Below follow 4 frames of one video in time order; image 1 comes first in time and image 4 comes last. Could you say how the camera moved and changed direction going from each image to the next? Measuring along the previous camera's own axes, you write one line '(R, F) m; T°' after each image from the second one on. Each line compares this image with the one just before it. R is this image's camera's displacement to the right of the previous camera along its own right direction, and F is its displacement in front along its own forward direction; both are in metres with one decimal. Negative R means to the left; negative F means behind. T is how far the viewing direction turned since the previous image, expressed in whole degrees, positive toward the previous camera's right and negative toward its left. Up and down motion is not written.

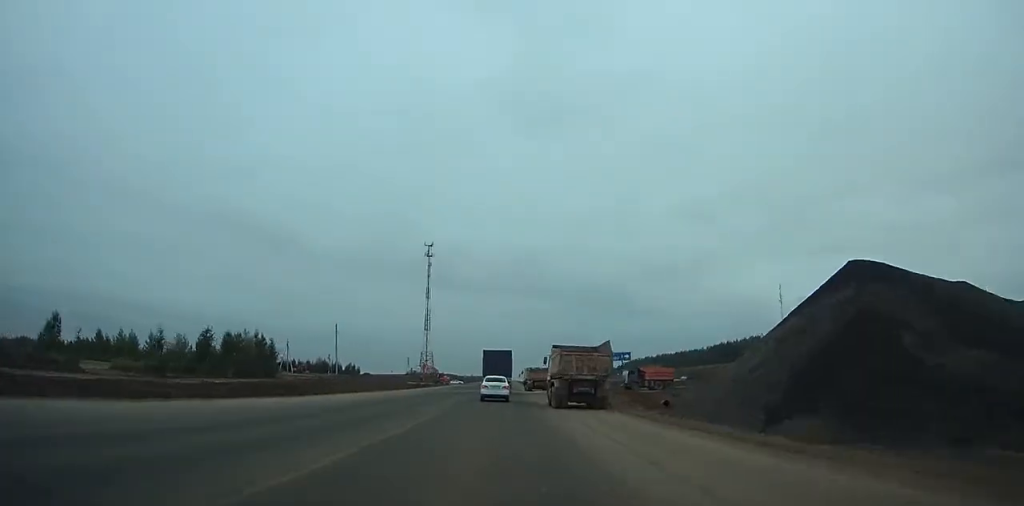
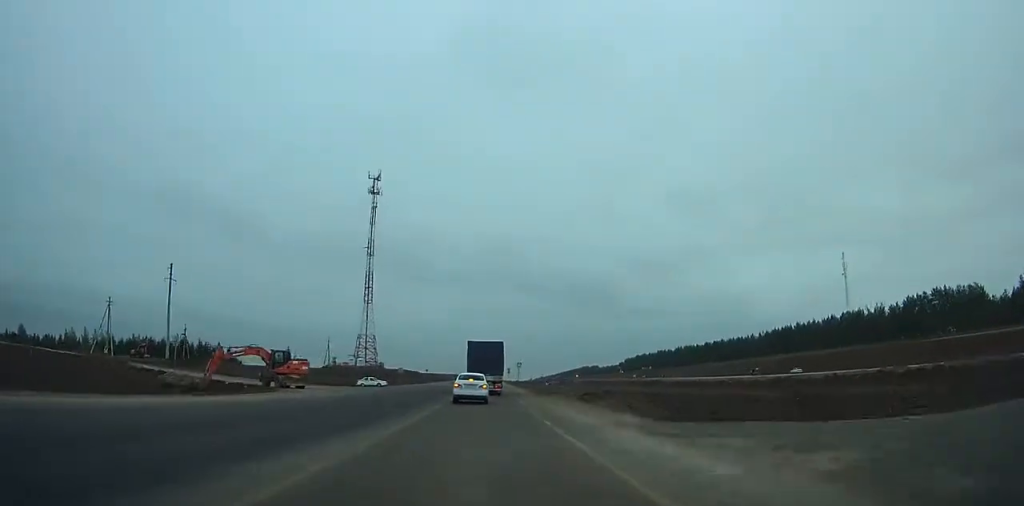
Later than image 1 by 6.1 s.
(+0.9, +108.2) m; 0°
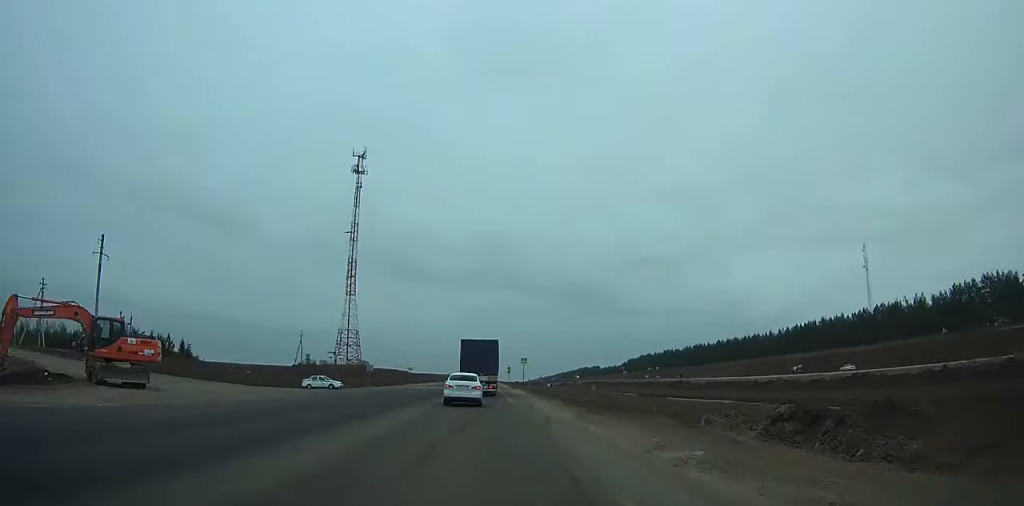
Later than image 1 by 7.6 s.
(+0.2, +25.2) m; 0°
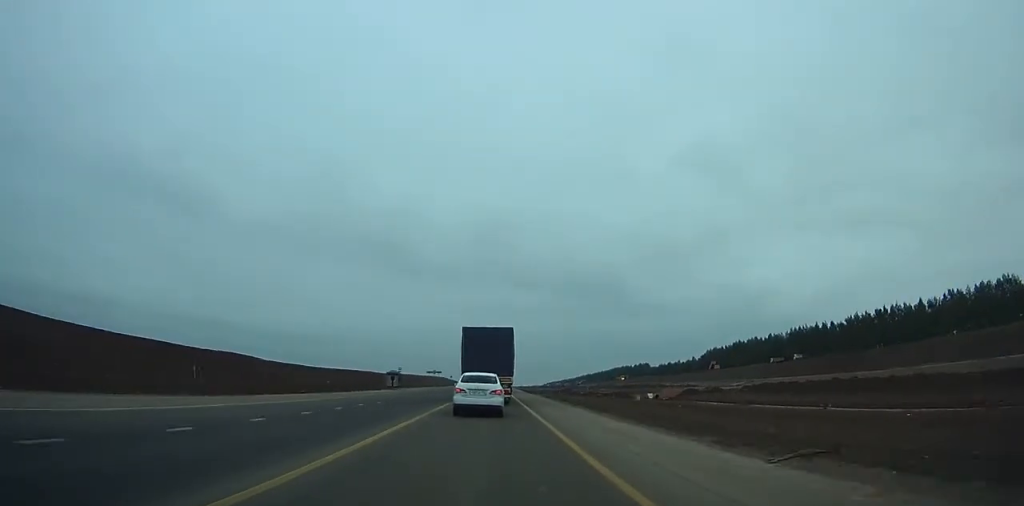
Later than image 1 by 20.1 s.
(+0.1, +184.7) m; 0°
